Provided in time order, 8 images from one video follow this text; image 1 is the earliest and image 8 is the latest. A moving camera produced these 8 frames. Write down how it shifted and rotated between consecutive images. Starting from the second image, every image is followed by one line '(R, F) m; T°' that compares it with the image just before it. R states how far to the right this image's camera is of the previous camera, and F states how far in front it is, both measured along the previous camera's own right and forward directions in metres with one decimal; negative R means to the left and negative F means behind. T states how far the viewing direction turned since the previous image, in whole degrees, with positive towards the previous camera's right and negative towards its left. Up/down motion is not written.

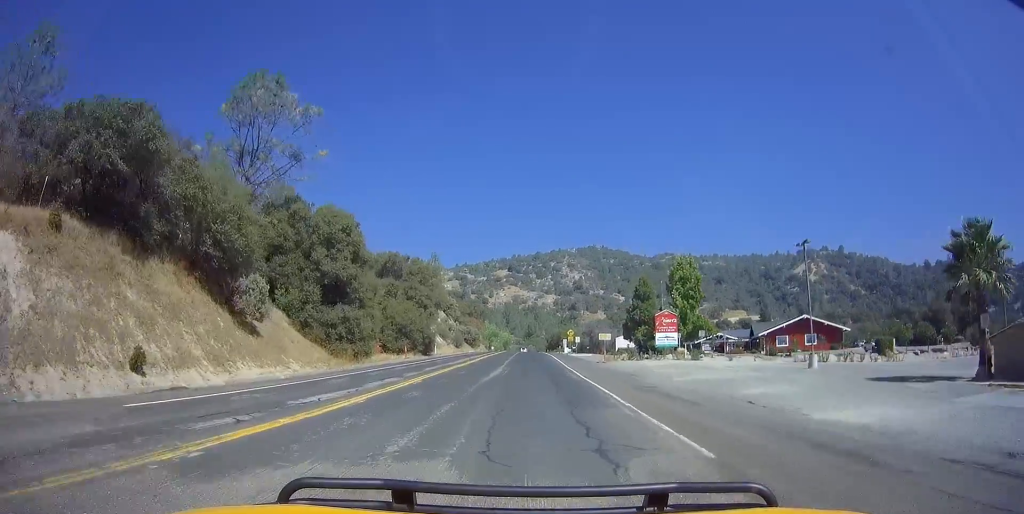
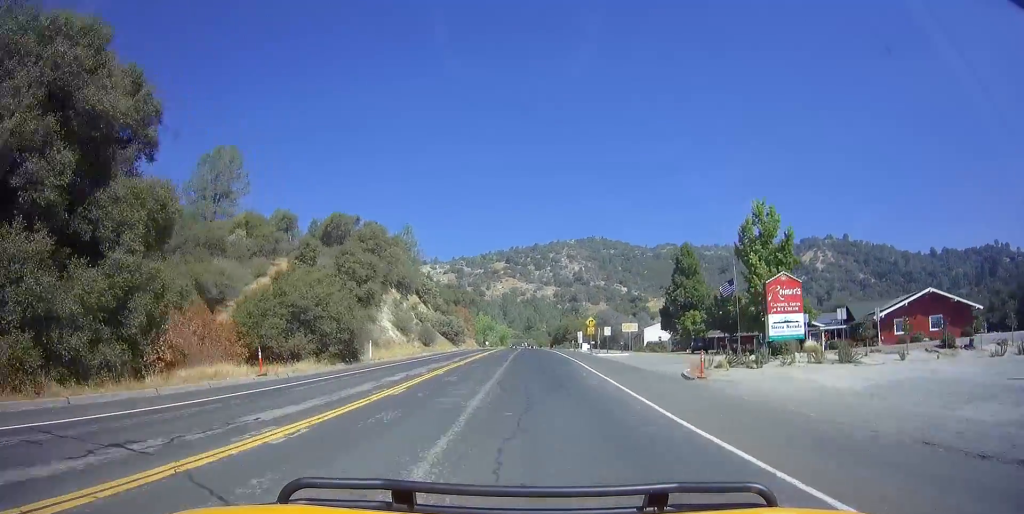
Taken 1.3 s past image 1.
(0.0, +26.9) m; 0°
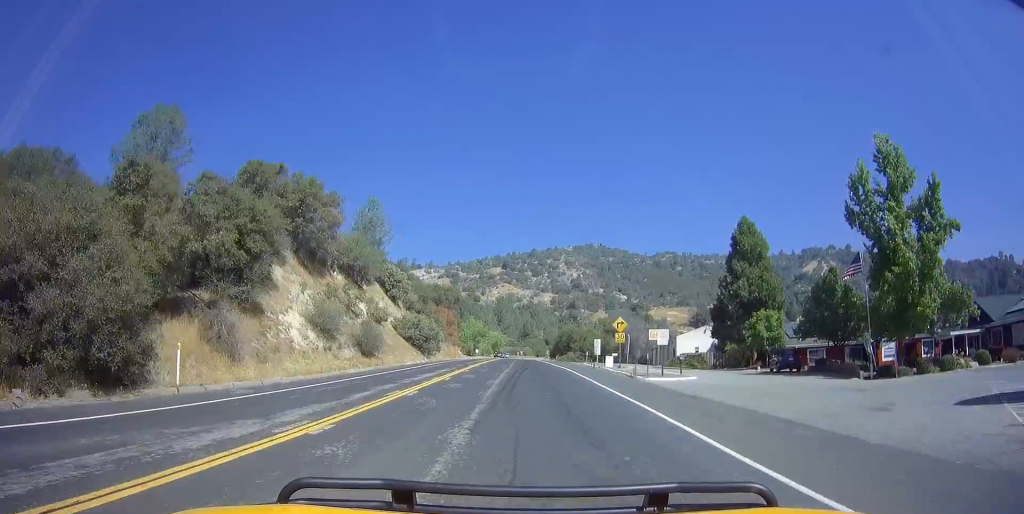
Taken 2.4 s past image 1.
(-0.1, +20.7) m; 0°
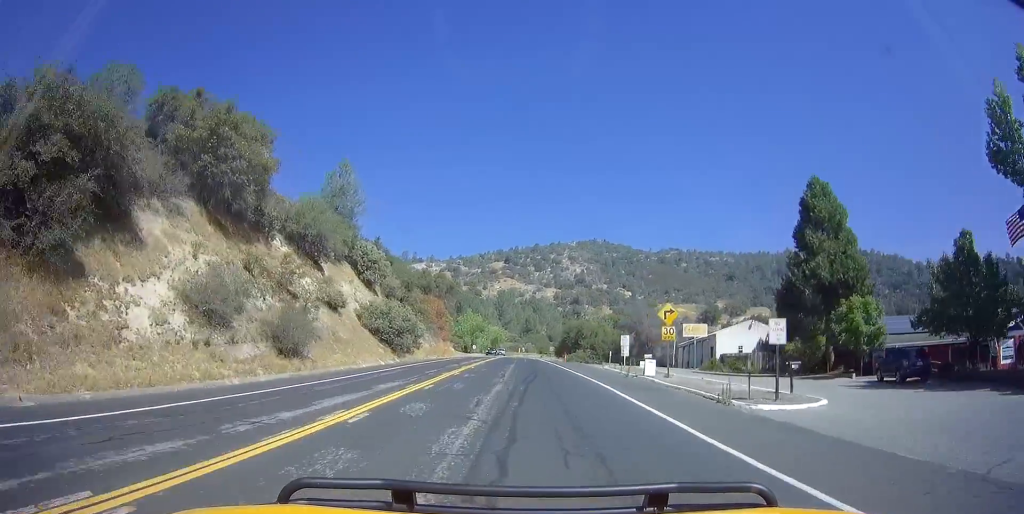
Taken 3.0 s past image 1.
(0.0, +13.4) m; -1°
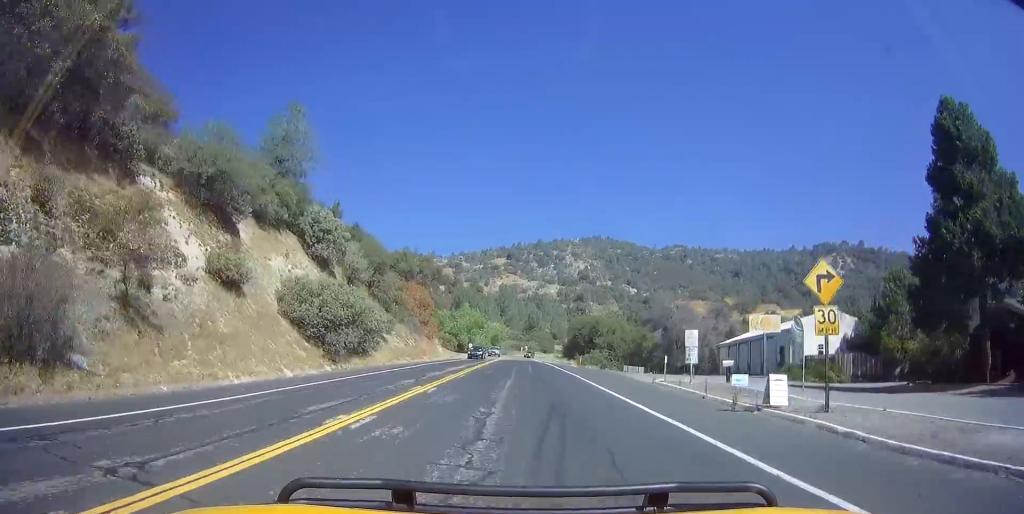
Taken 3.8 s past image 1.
(+0.1, +15.4) m; -1°
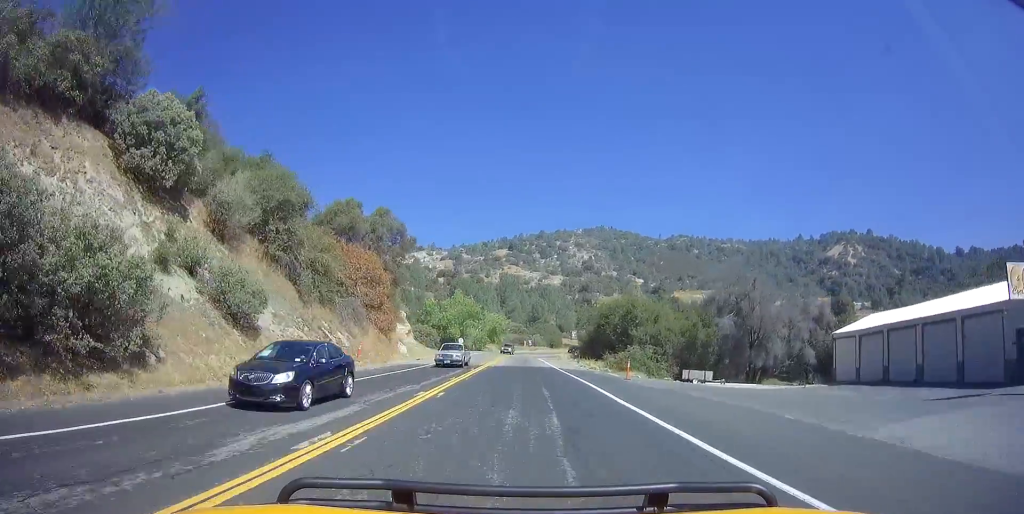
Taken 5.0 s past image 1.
(-0.5, +23.3) m; +1°
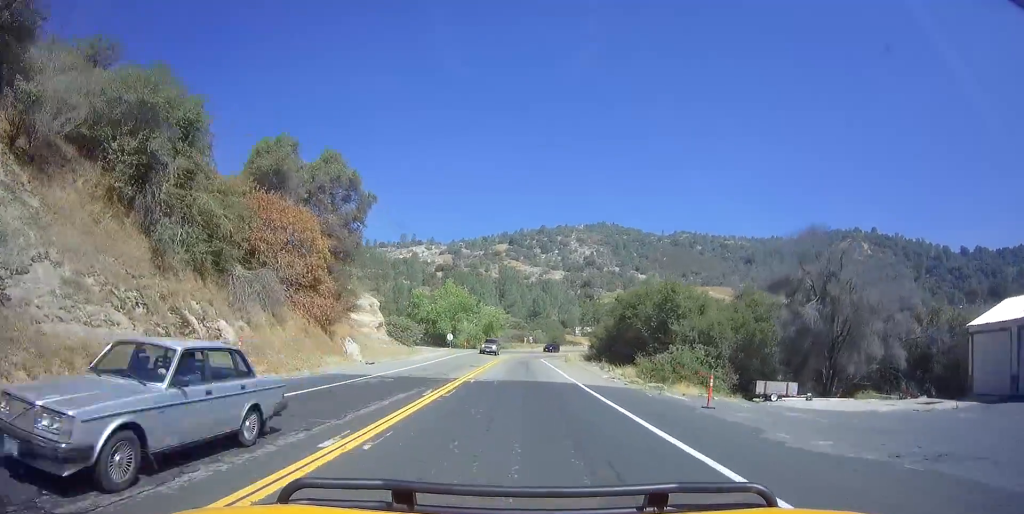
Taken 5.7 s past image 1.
(+0.1, +13.8) m; +3°
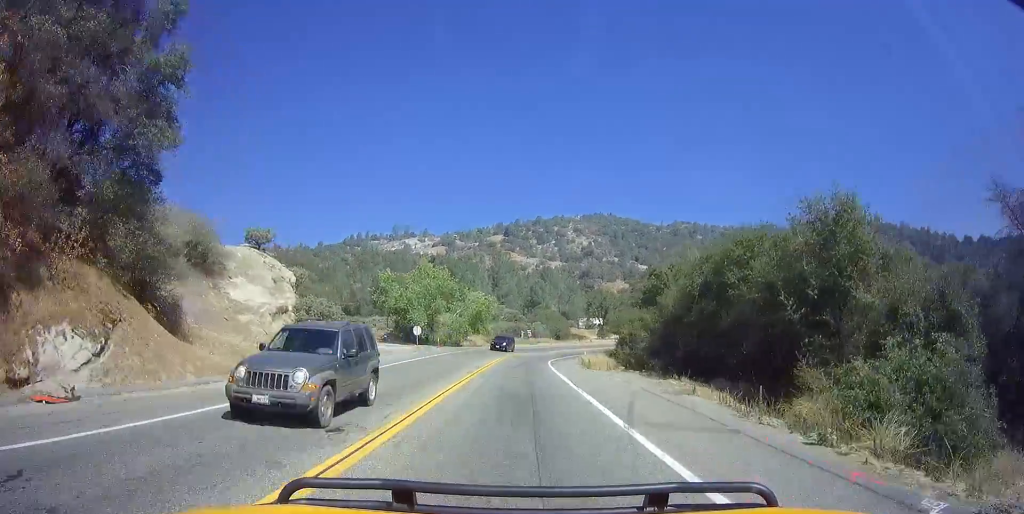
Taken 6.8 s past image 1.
(+0.6, +21.7) m; 0°
